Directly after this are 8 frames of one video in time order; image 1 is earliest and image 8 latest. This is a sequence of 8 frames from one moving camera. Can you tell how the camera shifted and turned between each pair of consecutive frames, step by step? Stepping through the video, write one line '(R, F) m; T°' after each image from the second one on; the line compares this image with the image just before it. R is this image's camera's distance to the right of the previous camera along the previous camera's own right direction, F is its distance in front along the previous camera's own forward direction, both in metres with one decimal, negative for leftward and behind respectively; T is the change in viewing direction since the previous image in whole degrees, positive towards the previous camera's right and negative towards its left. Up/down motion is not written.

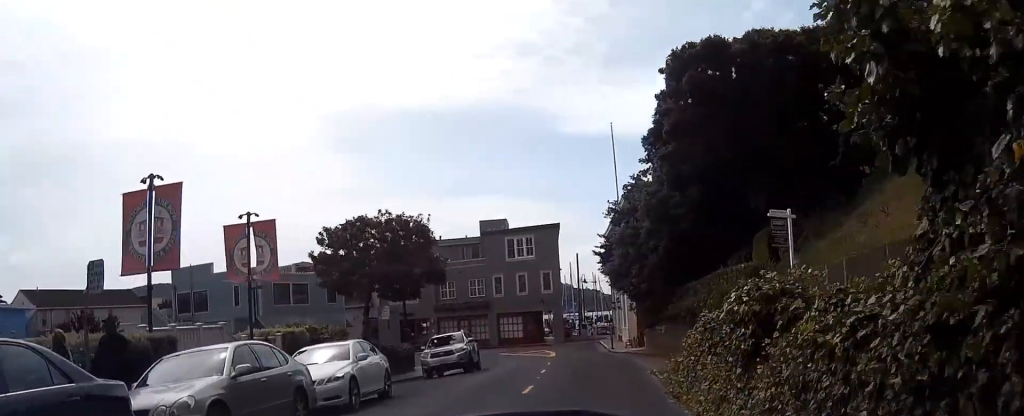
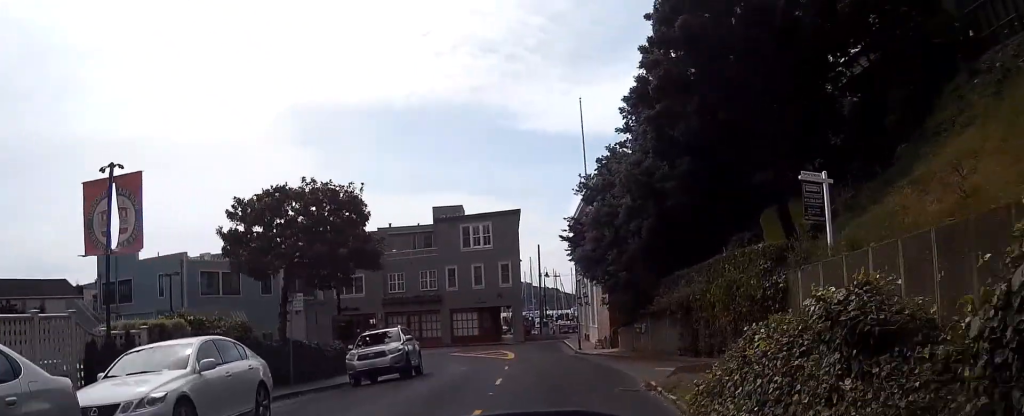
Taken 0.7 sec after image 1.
(+0.1, +5.6) m; +2°
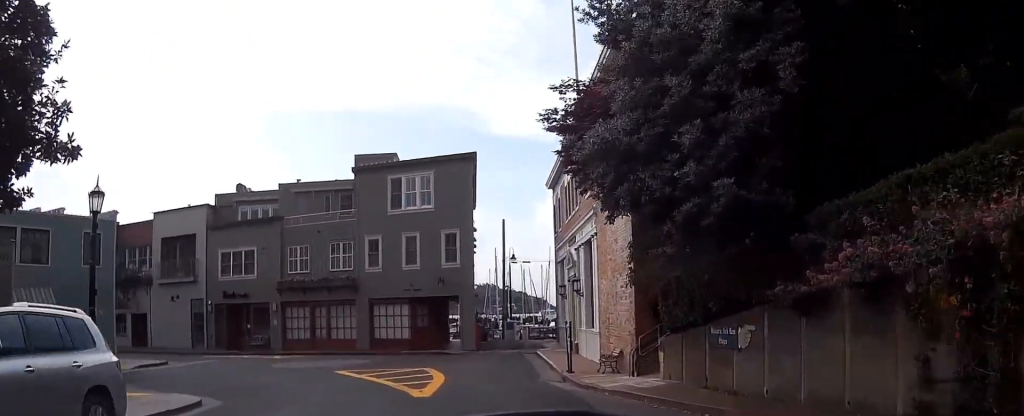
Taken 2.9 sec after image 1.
(+0.6, +17.6) m; +4°
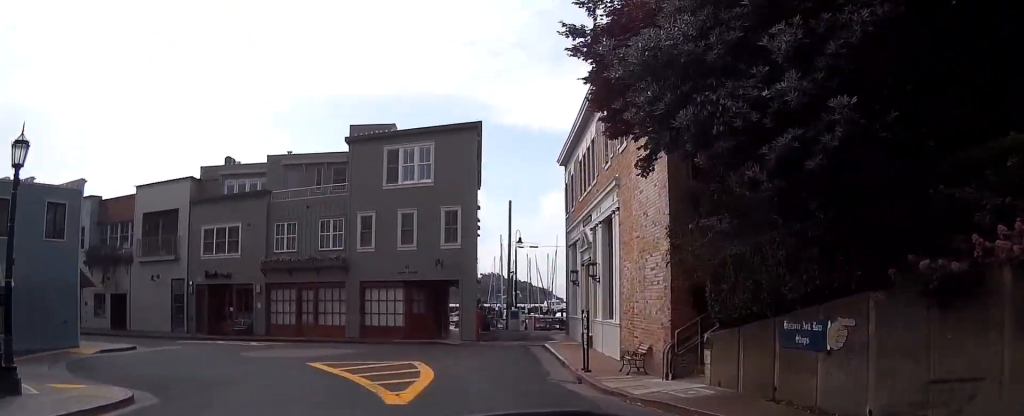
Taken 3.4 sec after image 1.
(-0.1, +3.7) m; +2°
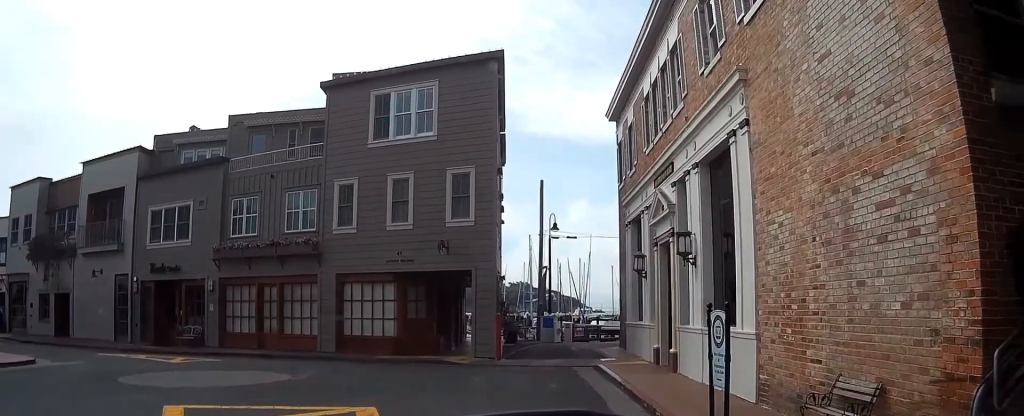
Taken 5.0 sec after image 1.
(+0.3, +10.1) m; 0°
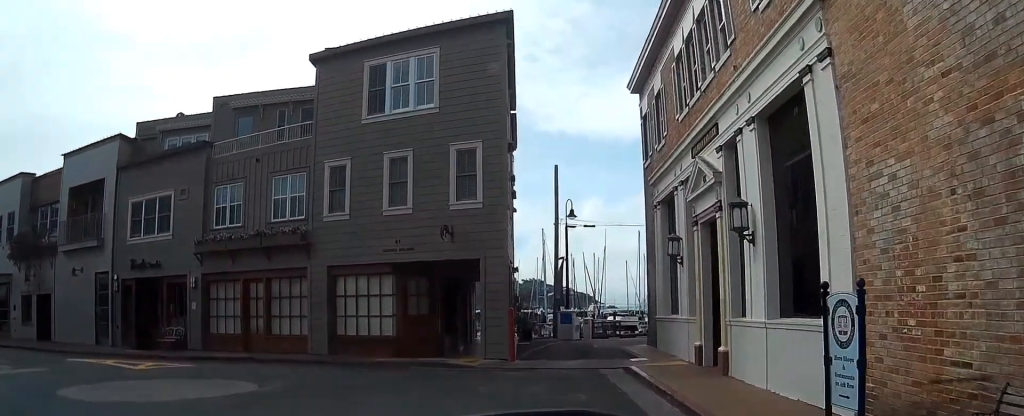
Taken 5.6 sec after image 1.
(-0.1, +3.2) m; -1°
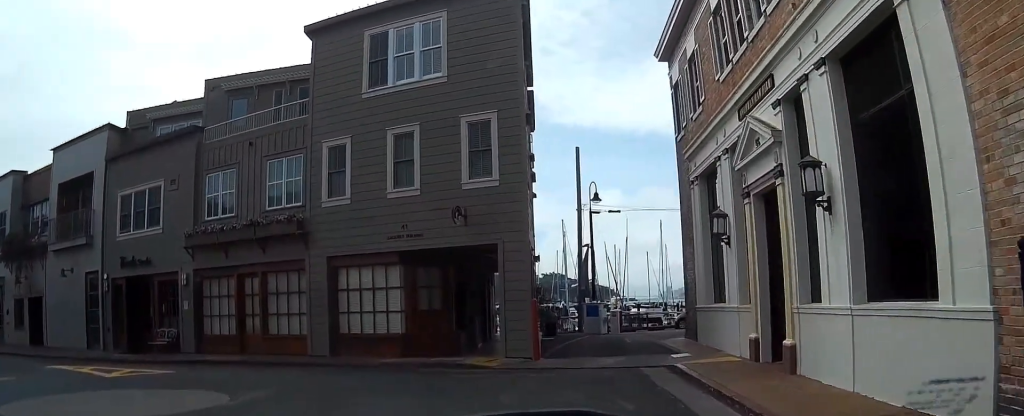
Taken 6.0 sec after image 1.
(0.0, +2.4) m; 0°
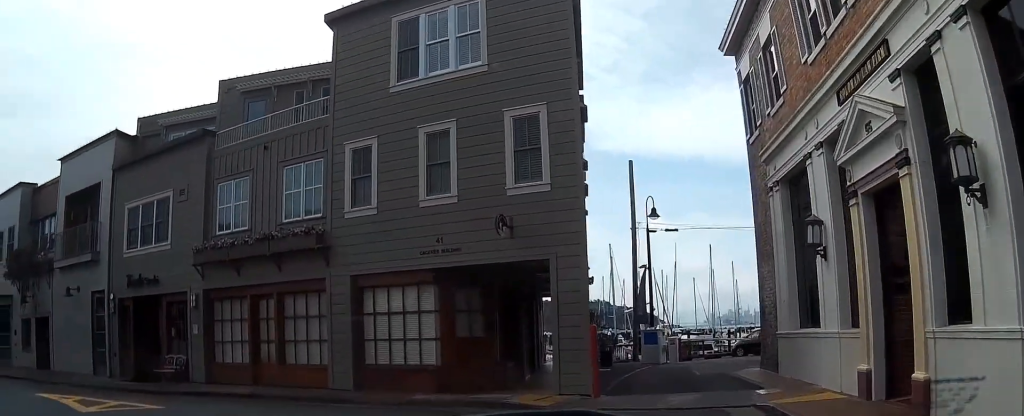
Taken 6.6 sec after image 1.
(0.0, +2.8) m; -1°
